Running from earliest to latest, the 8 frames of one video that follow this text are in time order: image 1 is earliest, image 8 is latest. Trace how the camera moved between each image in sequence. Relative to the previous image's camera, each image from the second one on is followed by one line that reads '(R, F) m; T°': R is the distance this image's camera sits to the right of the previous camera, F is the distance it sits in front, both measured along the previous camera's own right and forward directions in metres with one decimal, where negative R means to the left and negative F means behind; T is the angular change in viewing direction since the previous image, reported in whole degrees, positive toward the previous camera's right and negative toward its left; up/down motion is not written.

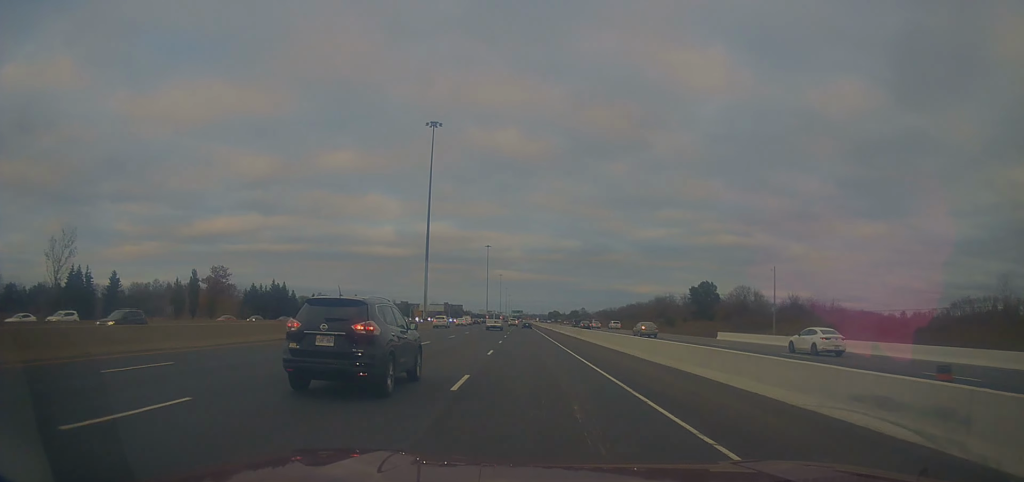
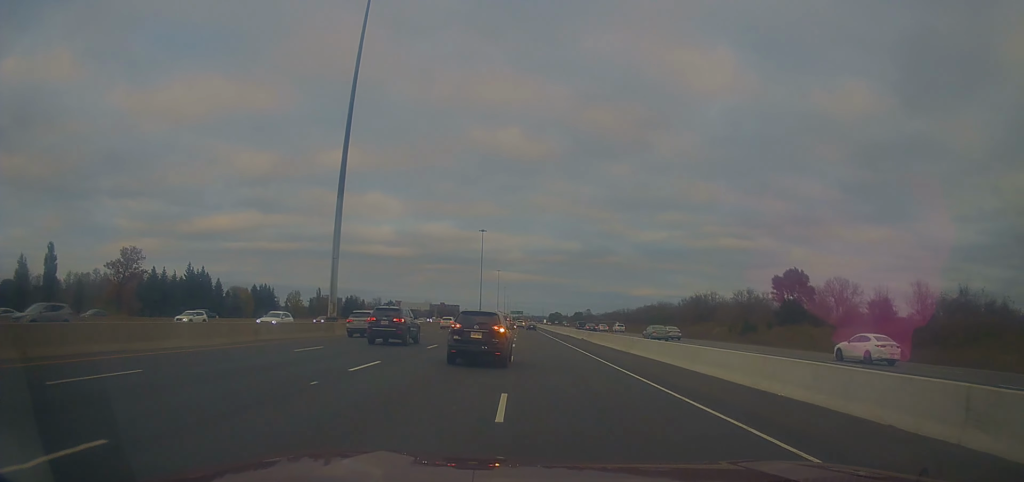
(+0.1, +51.2) m; 0°
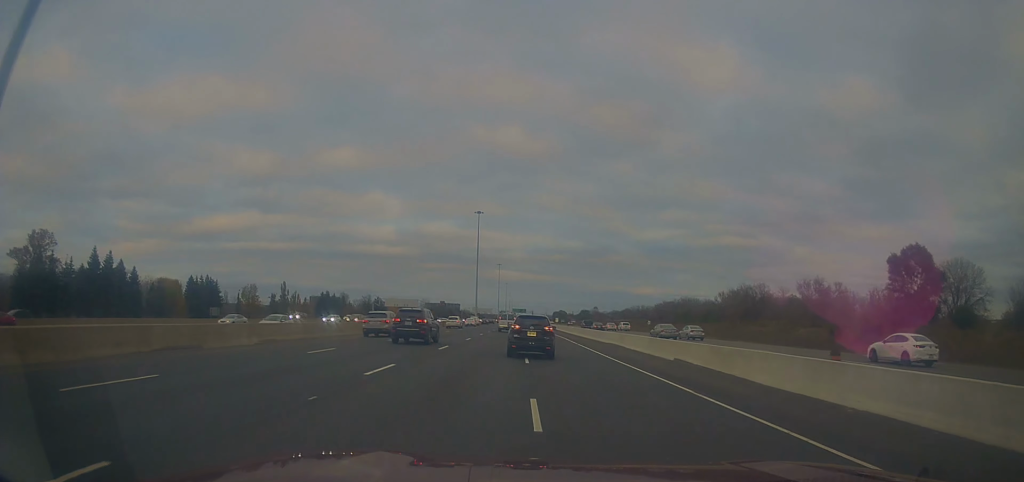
(-0.1, +36.2) m; 0°
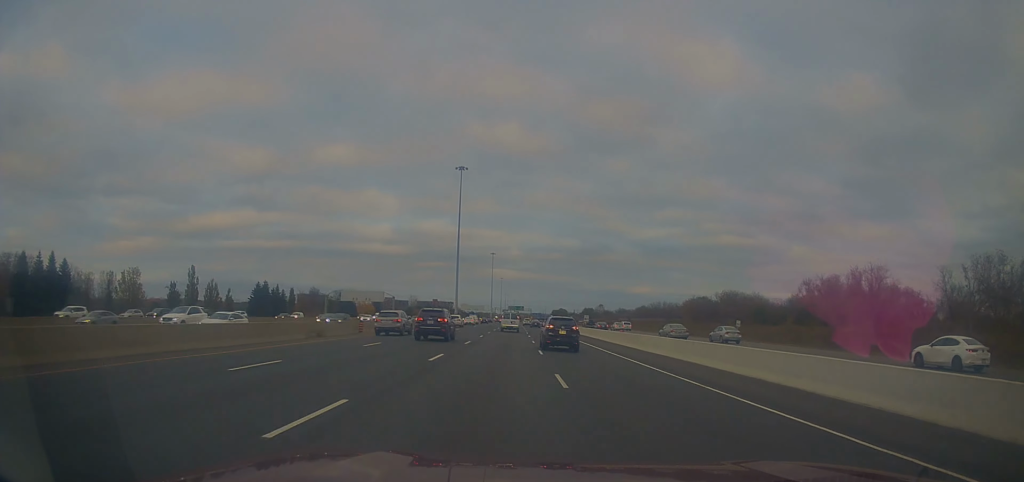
(-0.1, +54.3) m; 0°
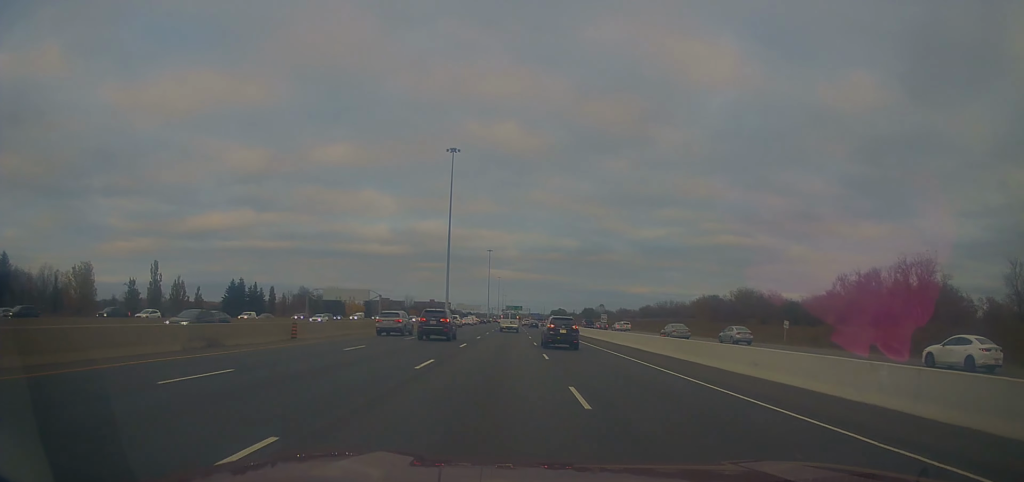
(0.0, +15.0) m; 0°
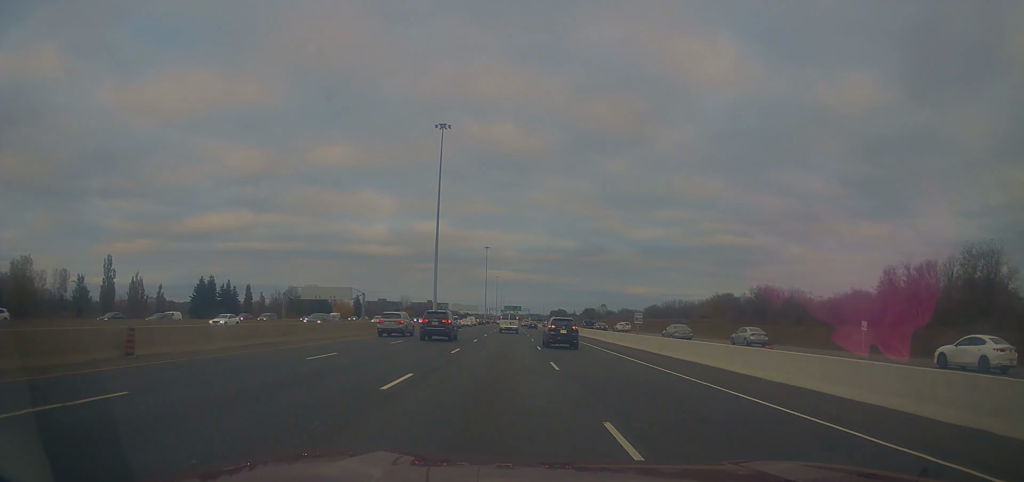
(+0.1, +16.1) m; 0°
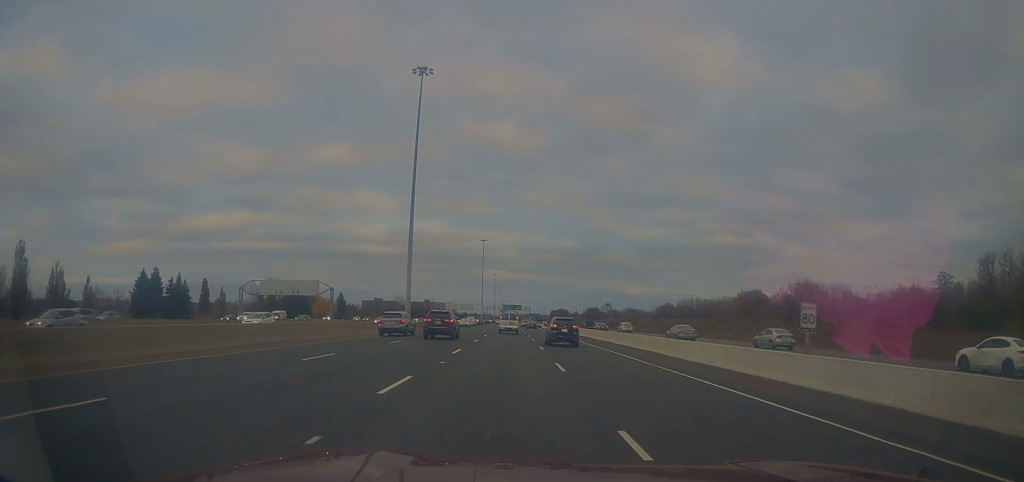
(0.0, +24.6) m; 0°
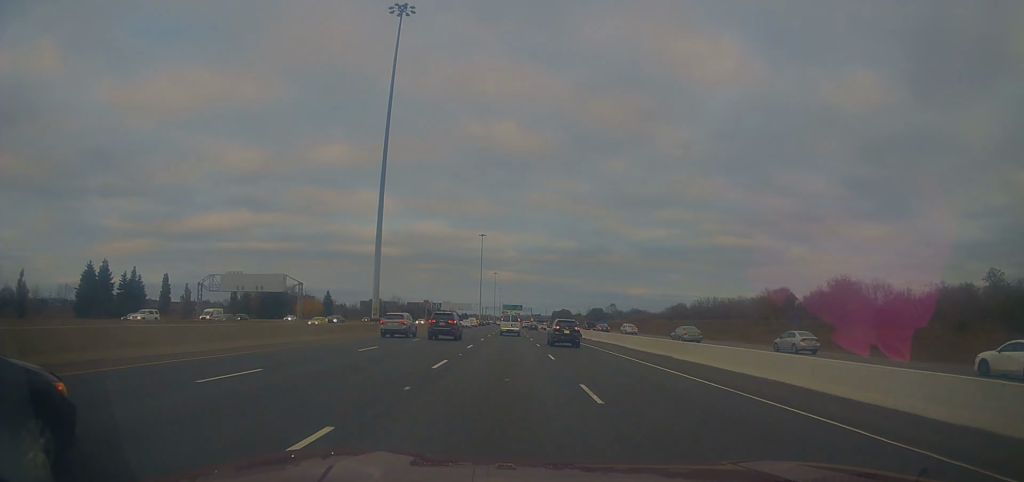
(0.0, +18.2) m; 0°
